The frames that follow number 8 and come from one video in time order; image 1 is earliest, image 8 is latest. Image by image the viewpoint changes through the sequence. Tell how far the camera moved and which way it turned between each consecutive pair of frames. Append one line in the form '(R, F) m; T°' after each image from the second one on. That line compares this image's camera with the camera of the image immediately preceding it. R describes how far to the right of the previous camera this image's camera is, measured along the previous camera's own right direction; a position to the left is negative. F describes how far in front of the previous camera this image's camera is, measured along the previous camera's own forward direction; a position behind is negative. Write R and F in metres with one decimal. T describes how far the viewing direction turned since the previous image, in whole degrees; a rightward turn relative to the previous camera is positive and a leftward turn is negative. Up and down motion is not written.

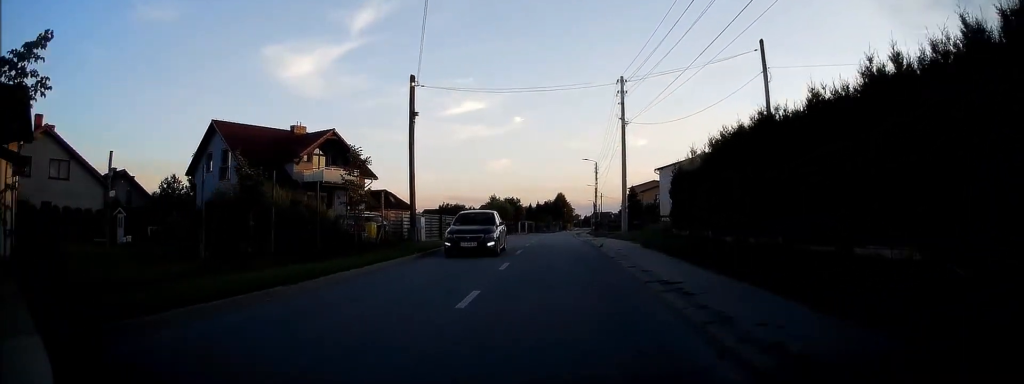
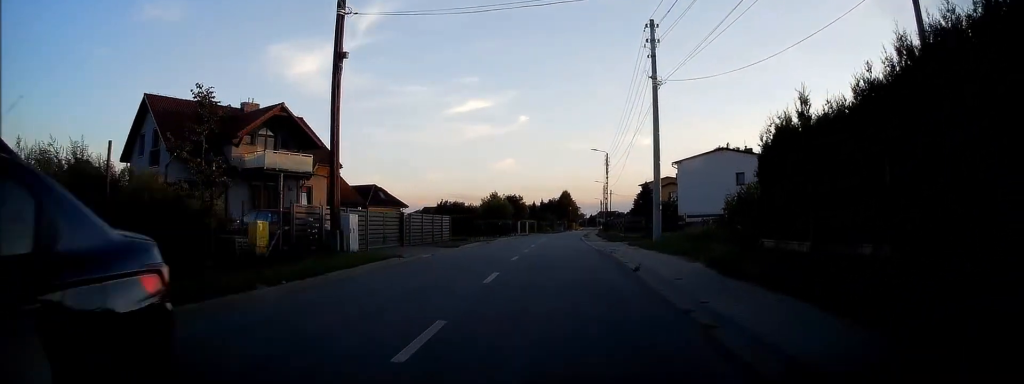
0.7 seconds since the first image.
(-0.1, +9.3) m; -1°
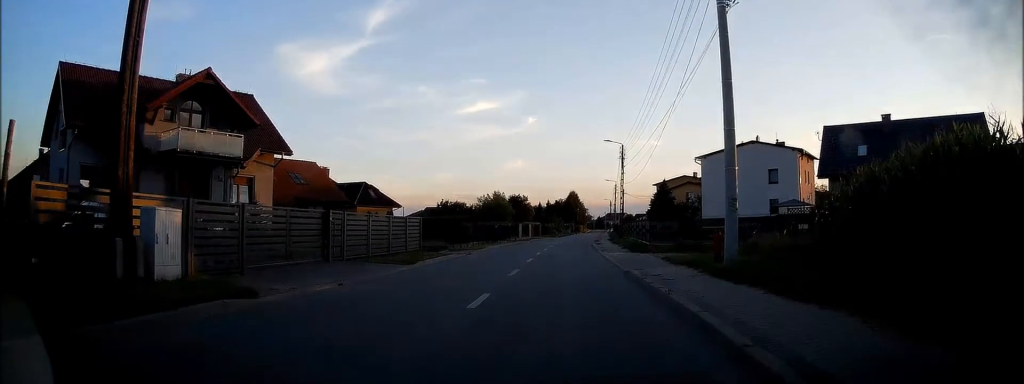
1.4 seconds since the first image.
(-0.2, +8.9) m; 0°
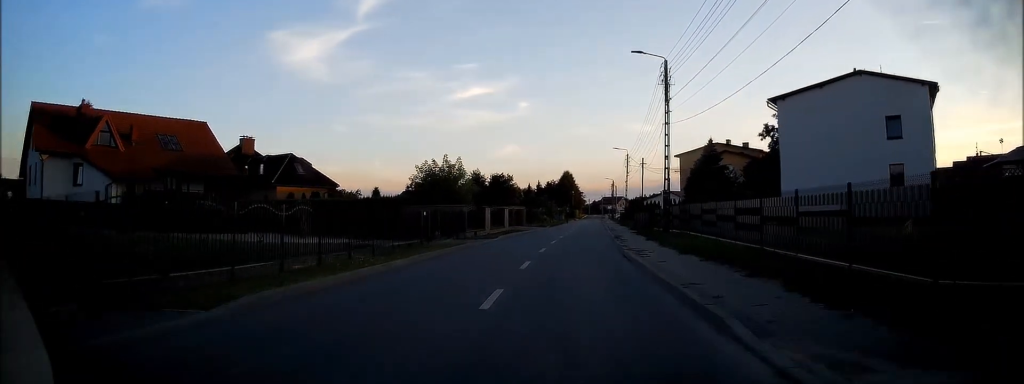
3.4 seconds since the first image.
(+0.2, +24.6) m; +1°
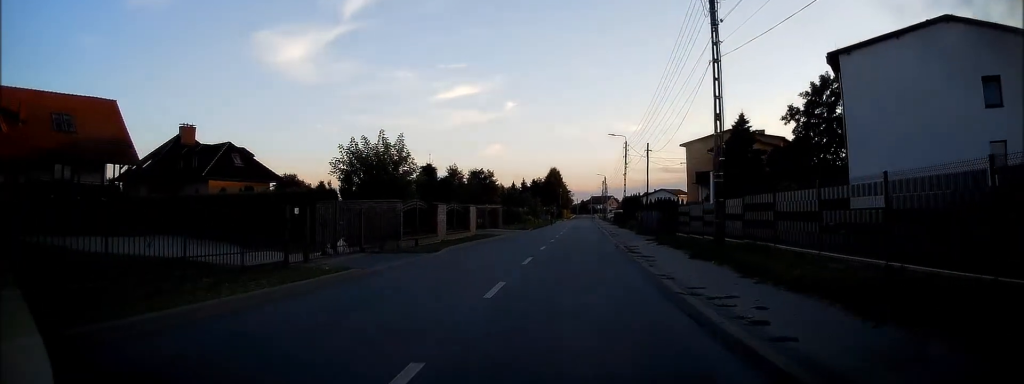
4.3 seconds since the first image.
(+0.3, +11.4) m; +2°
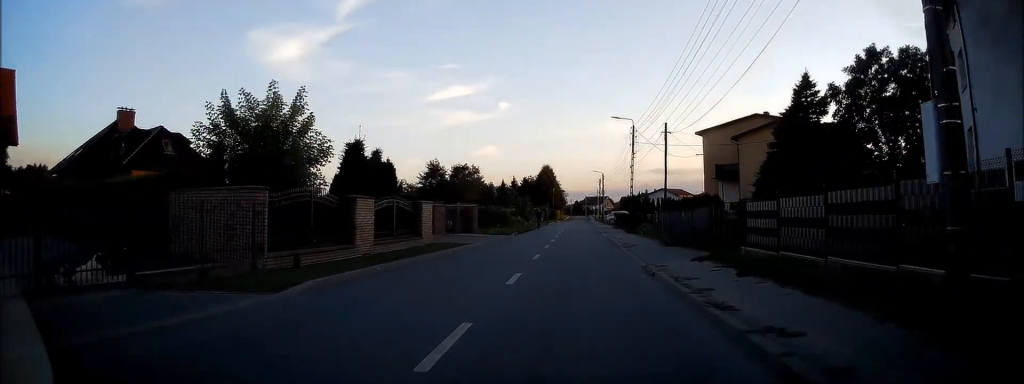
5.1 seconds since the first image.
(+0.1, +10.6) m; 0°
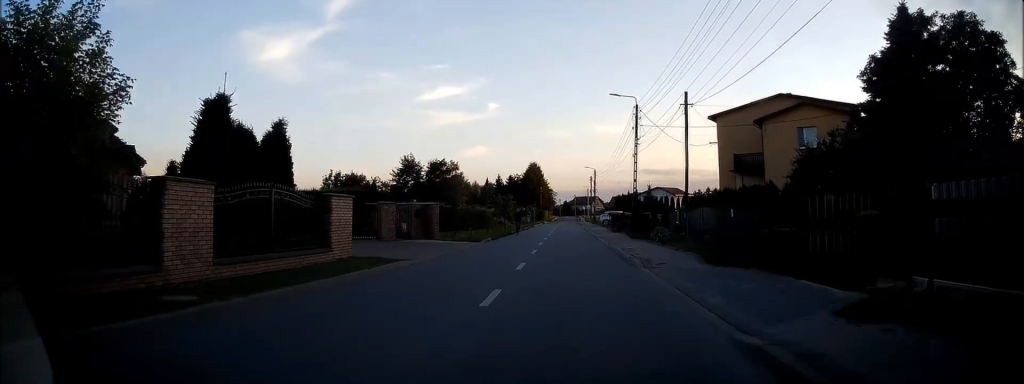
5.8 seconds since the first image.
(0.0, +8.9) m; 0°
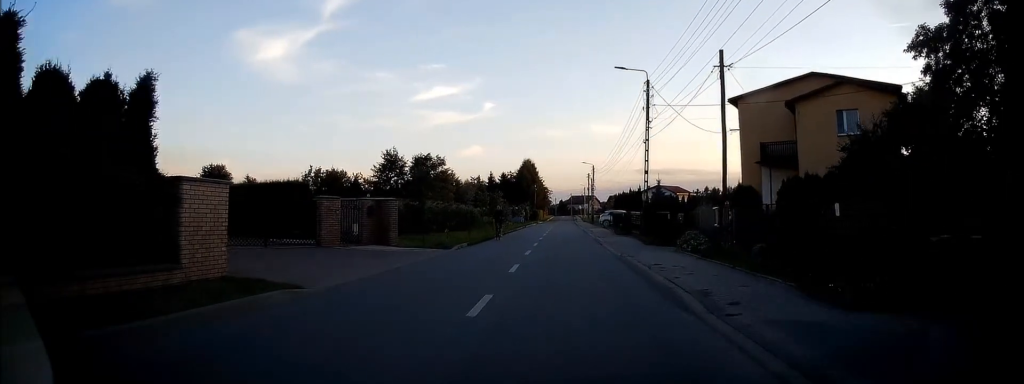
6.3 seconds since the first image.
(0.0, +6.8) m; 0°
